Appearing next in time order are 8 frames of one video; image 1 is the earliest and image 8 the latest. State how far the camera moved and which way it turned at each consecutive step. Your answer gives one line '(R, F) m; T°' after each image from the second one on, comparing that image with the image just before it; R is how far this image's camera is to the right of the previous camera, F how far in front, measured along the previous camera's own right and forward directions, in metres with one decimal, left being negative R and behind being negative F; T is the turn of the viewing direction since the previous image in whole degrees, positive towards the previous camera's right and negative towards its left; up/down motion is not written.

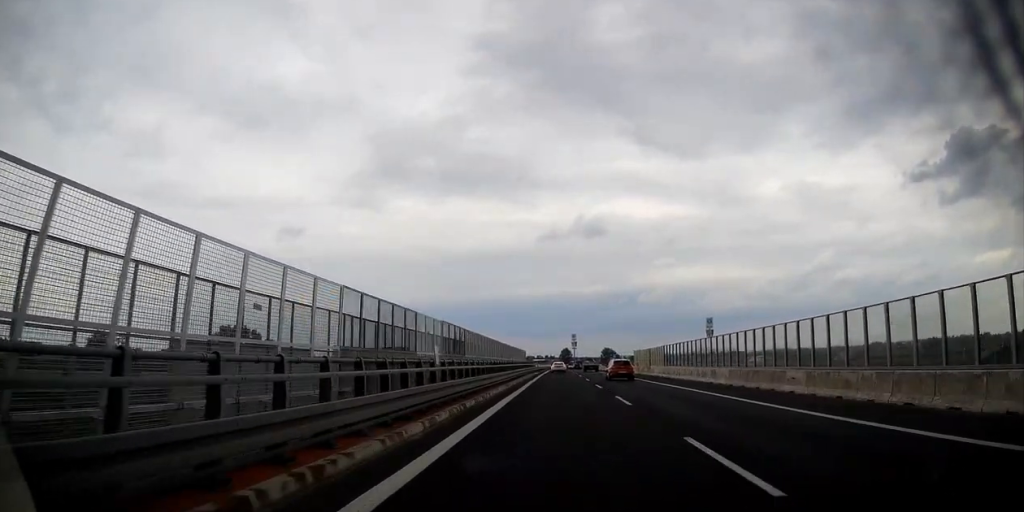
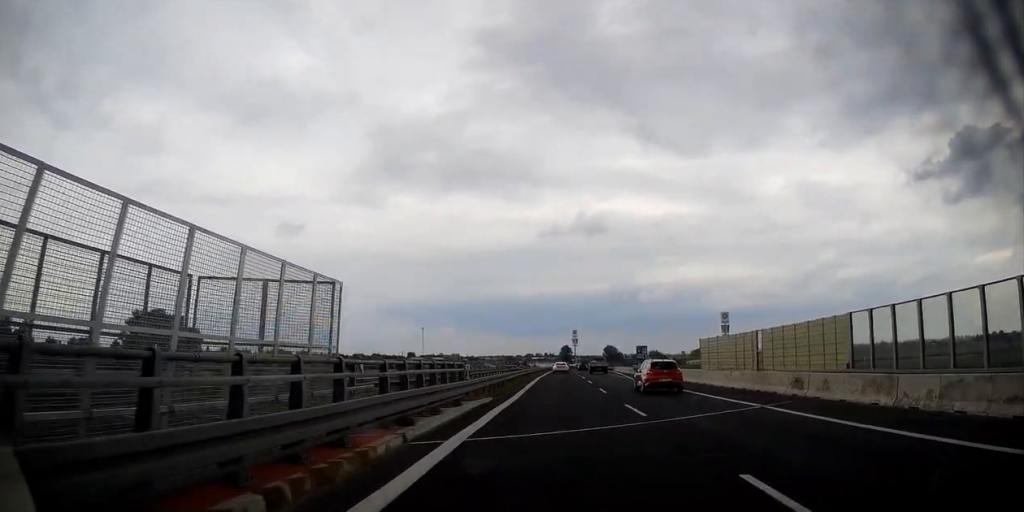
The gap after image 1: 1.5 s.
(-0.3, +50.9) m; -1°
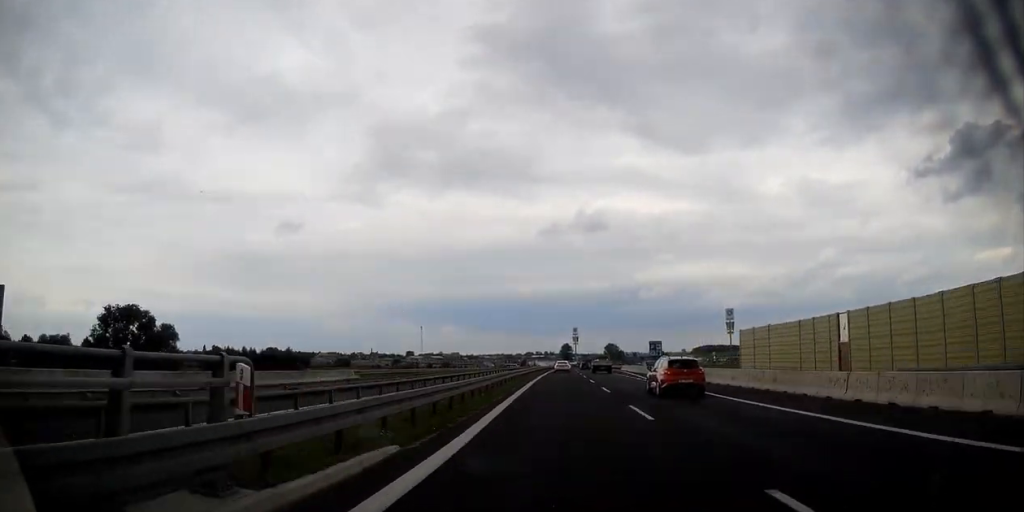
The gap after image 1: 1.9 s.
(0.0, +13.2) m; 0°
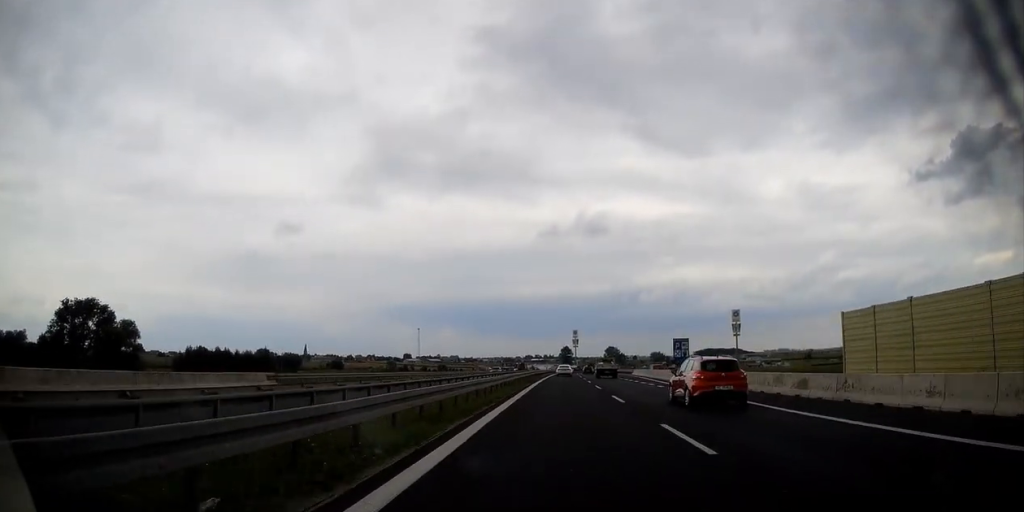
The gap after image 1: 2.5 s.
(-0.1, +17.5) m; 0°
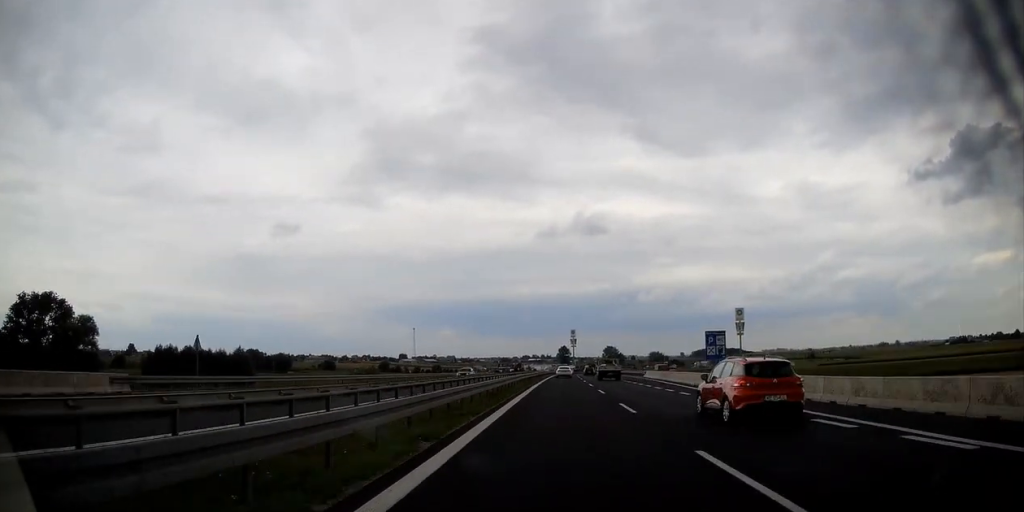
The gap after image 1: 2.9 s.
(0.0, +15.2) m; 0°
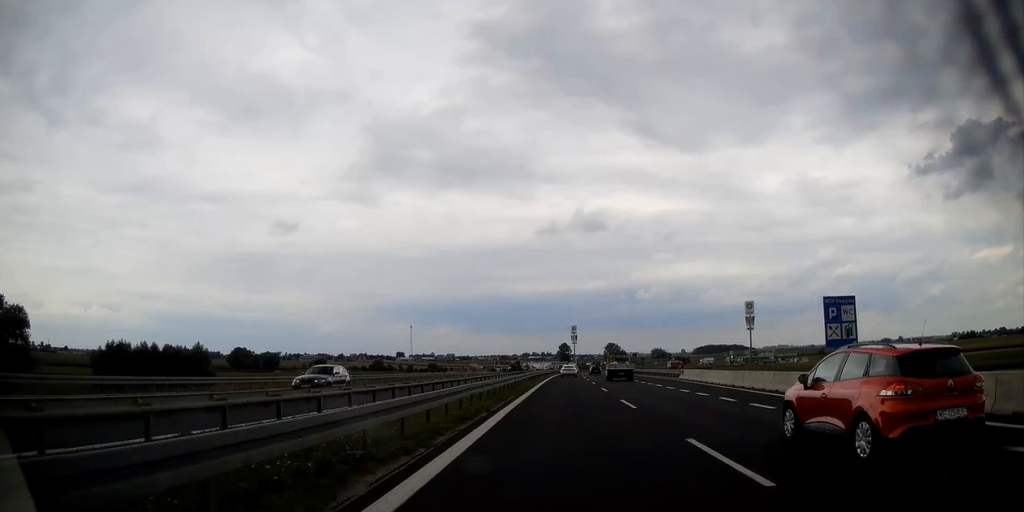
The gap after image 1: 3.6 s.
(+0.1, +22.7) m; 0°
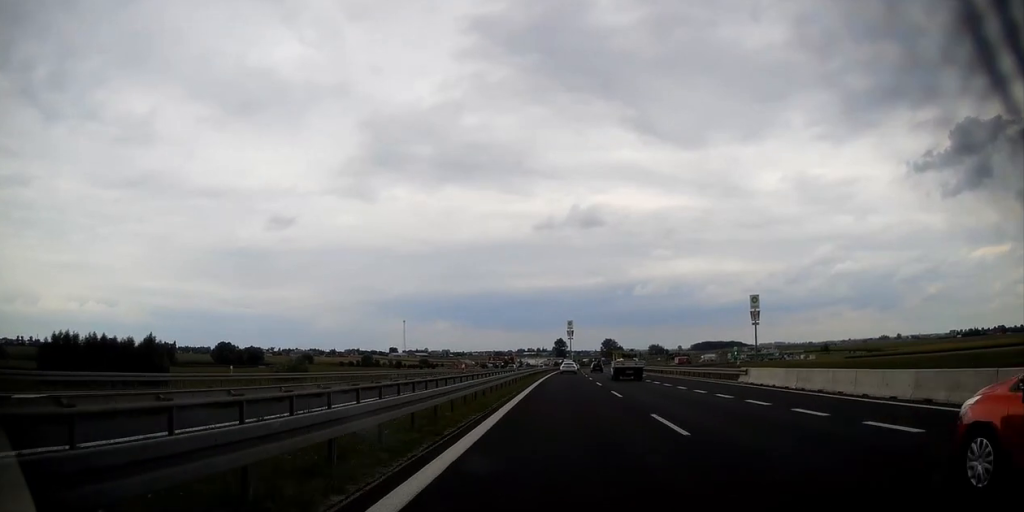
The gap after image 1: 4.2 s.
(0.0, +19.4) m; 0°
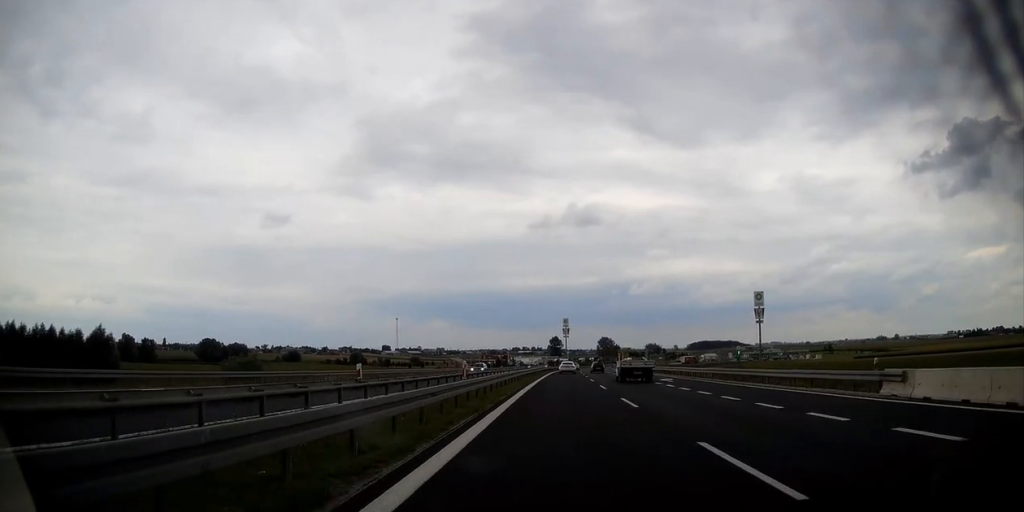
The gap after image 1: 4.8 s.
(0.0, +17.2) m; 0°
